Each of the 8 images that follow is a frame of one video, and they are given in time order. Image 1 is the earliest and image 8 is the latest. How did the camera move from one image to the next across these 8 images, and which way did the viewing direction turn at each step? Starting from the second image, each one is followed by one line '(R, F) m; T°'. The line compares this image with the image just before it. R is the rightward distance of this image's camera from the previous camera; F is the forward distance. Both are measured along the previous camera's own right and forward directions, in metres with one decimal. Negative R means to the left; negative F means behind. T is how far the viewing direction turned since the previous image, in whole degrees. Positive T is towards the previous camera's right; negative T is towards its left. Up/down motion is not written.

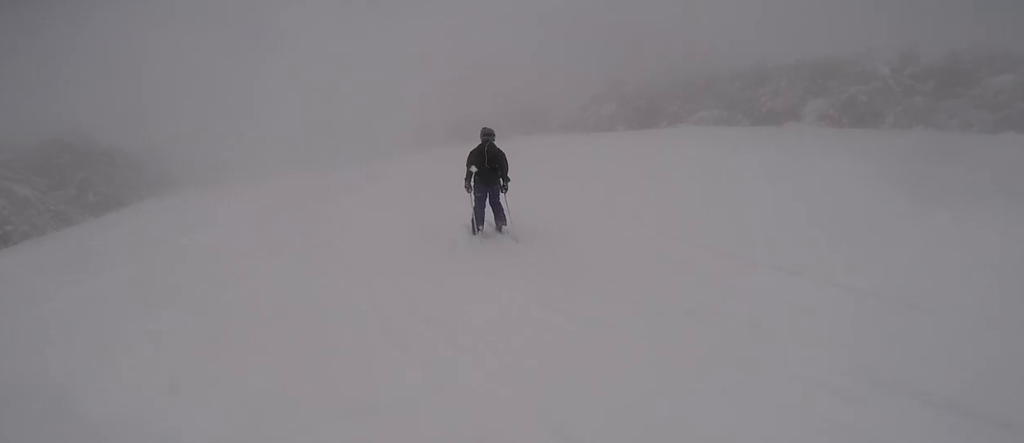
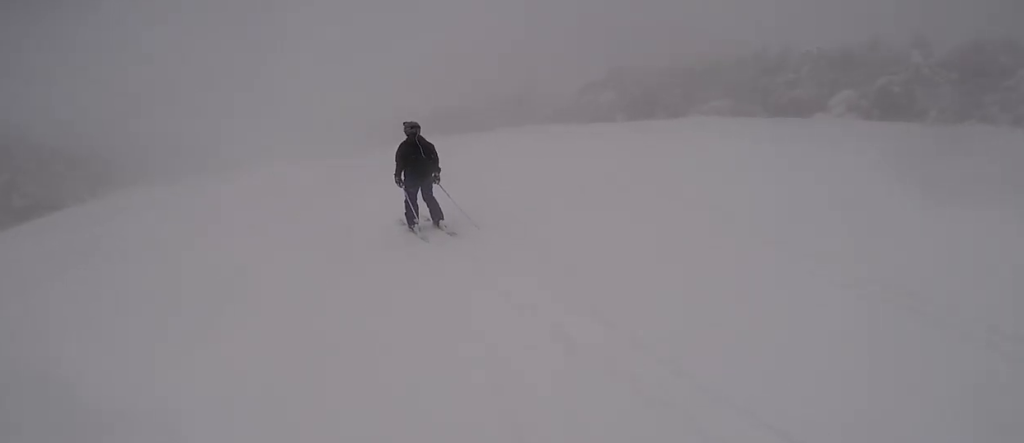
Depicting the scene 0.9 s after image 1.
(+0.4, +4.8) m; +1°
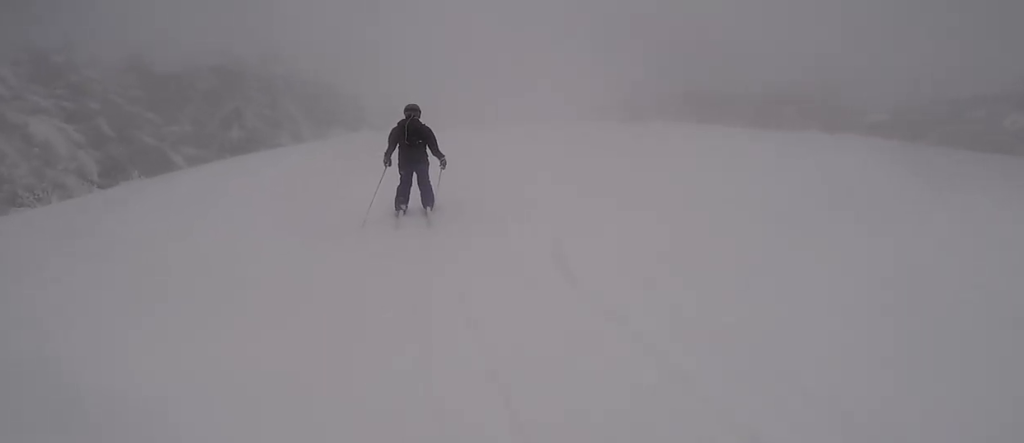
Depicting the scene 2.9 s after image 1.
(-2.8, +10.8) m; -24°
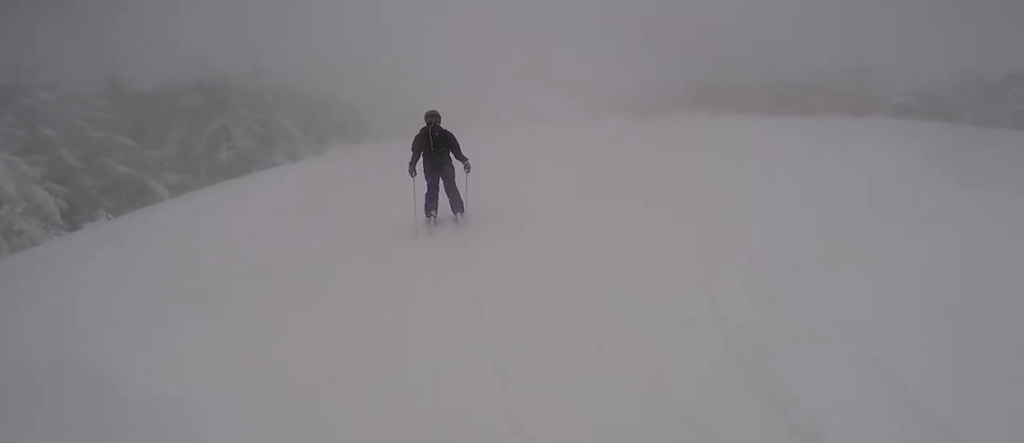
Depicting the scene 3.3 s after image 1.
(+0.5, +2.7) m; -2°
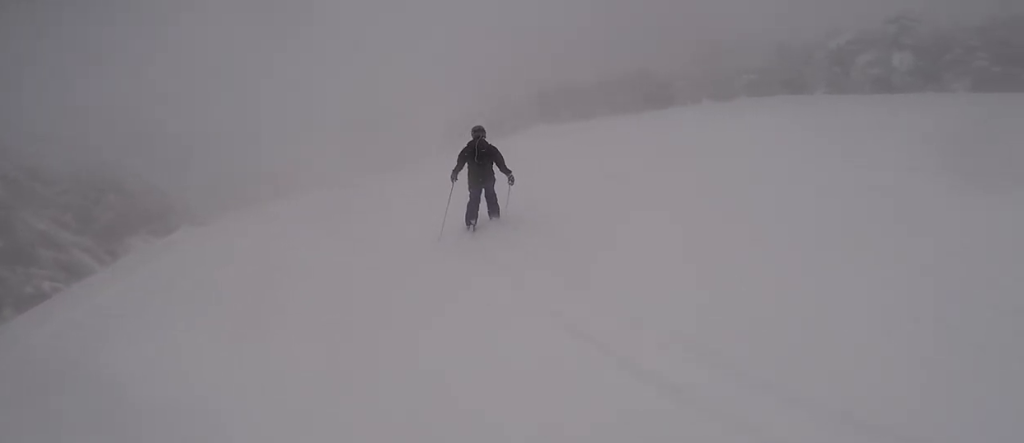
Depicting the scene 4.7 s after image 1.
(-0.8, +7.9) m; +6°
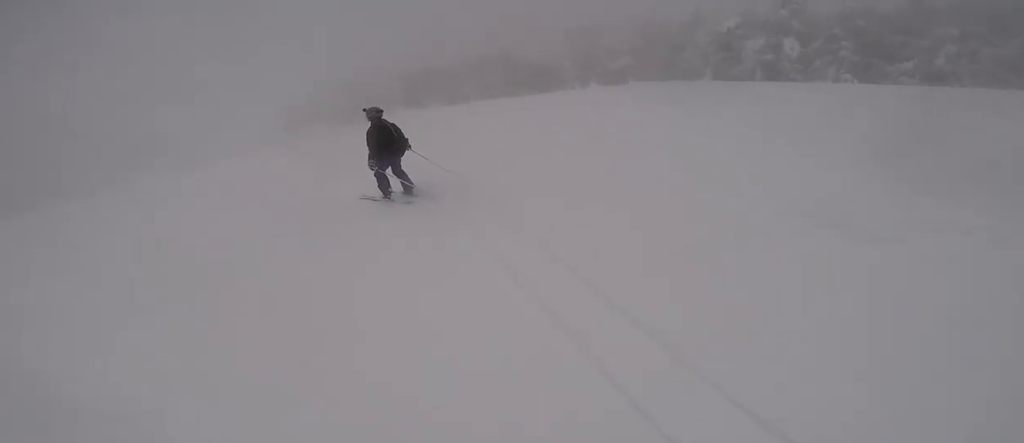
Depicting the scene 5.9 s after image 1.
(+1.3, +6.5) m; +12°
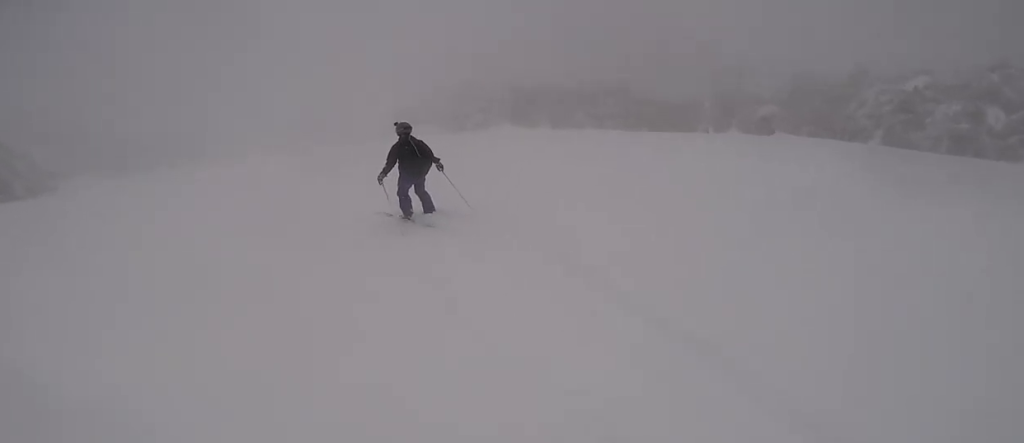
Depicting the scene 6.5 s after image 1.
(0.0, +3.2) m; 0°
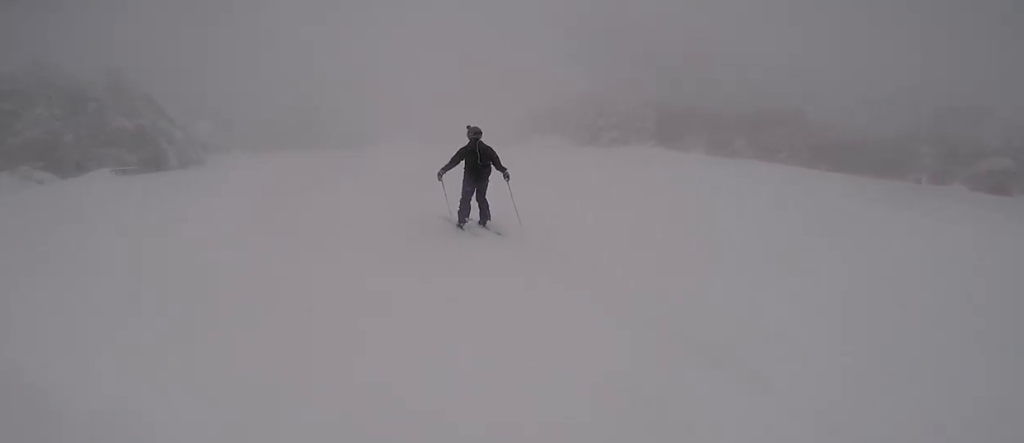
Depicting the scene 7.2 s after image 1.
(0.0, +3.5) m; 0°
